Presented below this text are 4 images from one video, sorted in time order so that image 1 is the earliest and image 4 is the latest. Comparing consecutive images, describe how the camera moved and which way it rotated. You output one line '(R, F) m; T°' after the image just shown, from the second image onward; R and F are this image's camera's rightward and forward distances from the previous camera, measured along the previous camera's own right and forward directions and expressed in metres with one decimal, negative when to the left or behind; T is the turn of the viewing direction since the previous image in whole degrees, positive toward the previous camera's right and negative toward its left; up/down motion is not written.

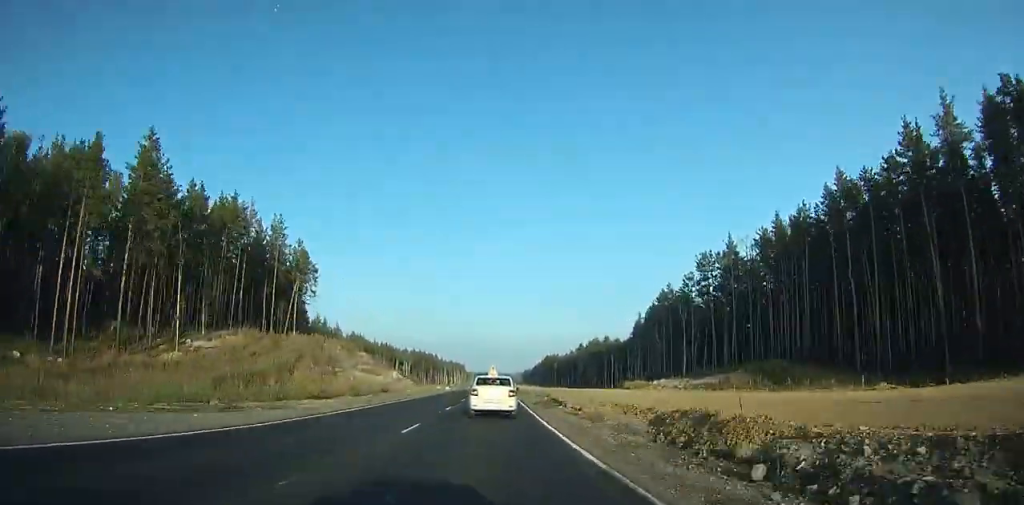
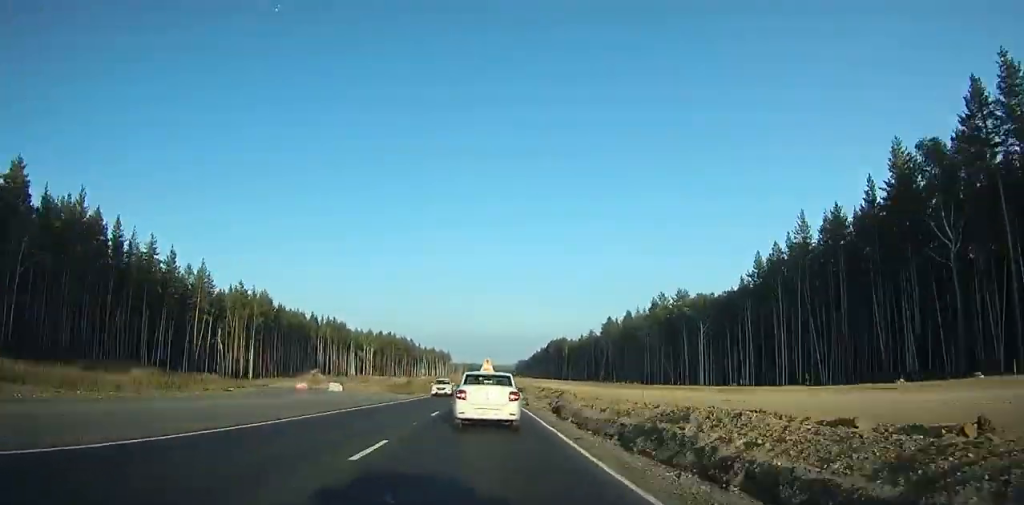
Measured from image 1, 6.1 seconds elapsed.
(+0.9, +102.2) m; 0°
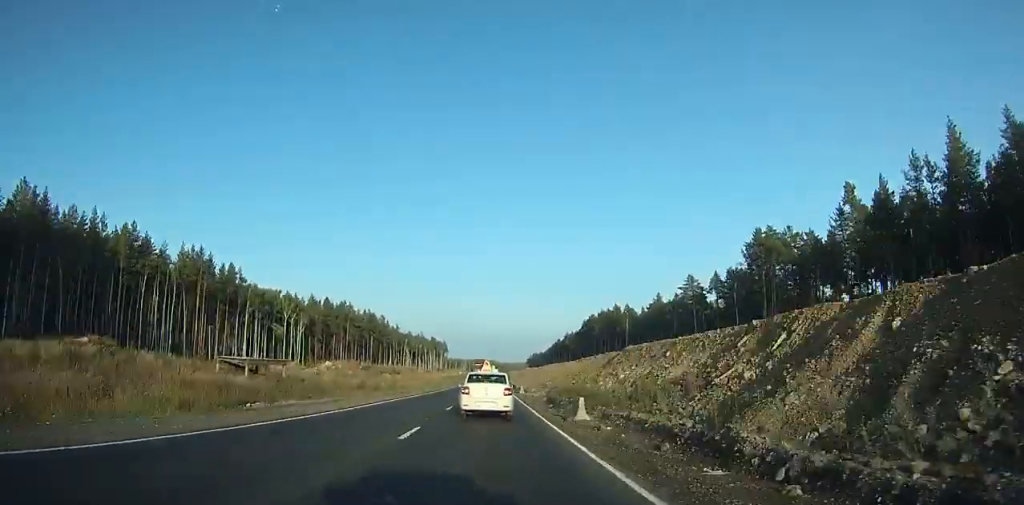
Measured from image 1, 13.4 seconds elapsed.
(-1.2, +134.7) m; -1°
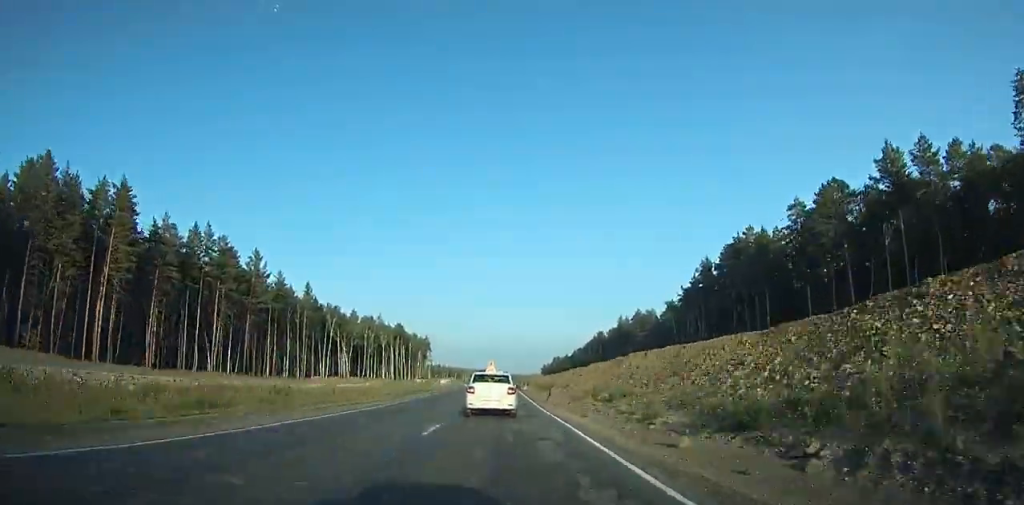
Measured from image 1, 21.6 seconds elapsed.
(-0.8, +167.1) m; -1°
